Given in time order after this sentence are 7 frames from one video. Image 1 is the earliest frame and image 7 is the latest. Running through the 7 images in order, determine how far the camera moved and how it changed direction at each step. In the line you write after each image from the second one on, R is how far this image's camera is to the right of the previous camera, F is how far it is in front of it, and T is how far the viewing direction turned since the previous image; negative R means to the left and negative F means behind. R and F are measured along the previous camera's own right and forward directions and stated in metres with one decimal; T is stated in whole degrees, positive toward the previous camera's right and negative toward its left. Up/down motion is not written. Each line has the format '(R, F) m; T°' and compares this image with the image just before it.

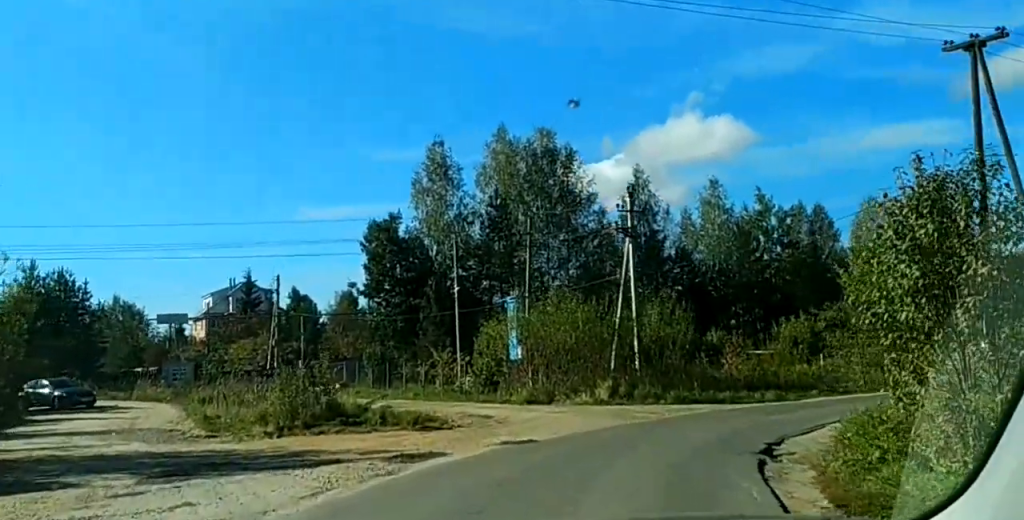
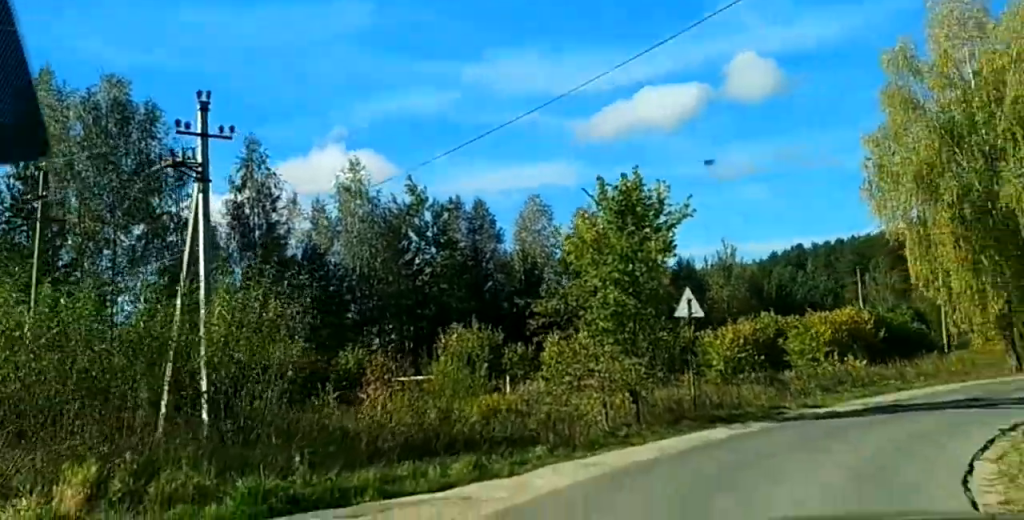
(+4.4, +19.3) m; +30°
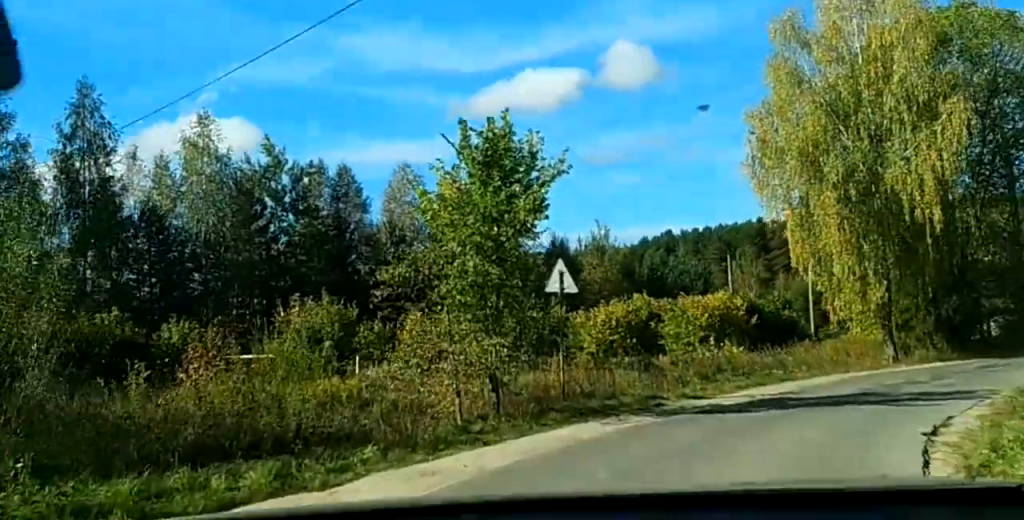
(+0.4, +3.4) m; +4°
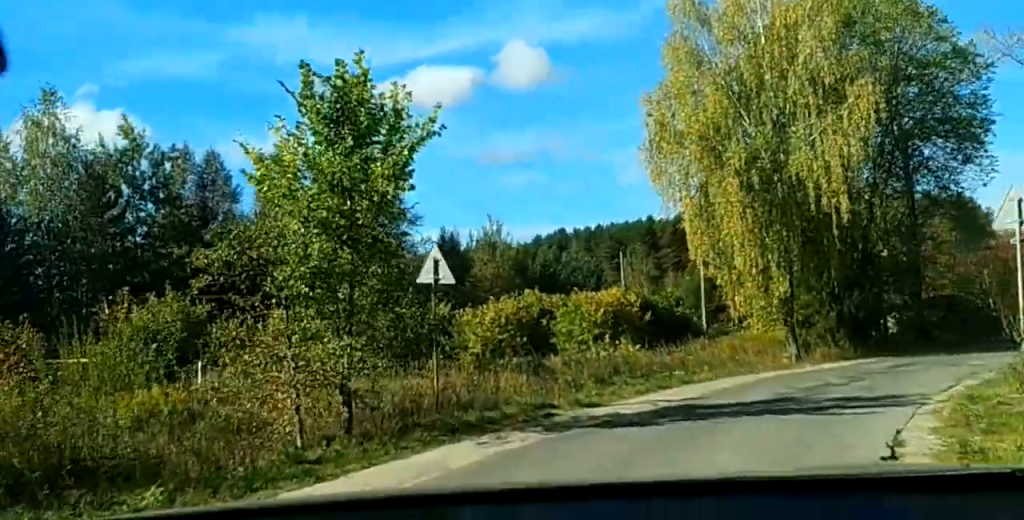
(+0.2, +3.2) m; +4°
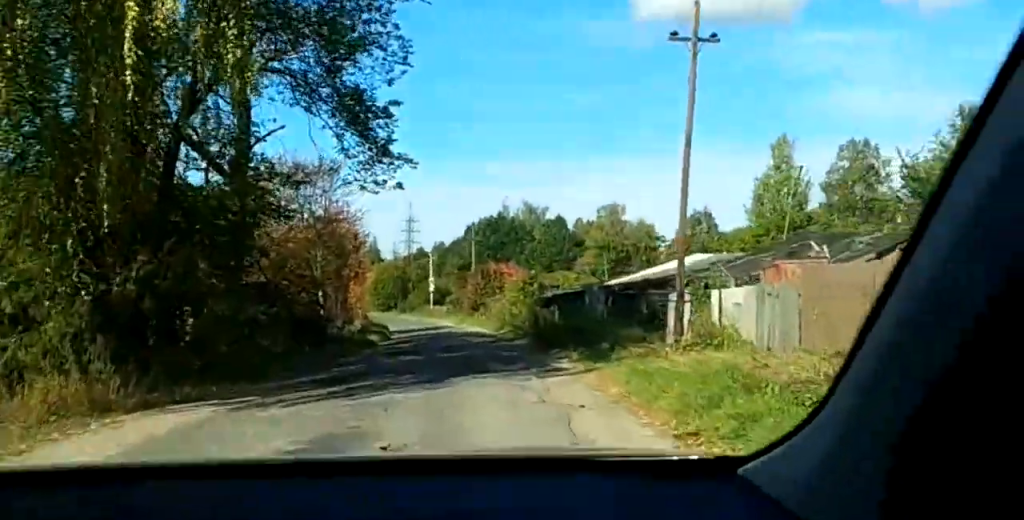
(+4.0, +19.3) m; +27°
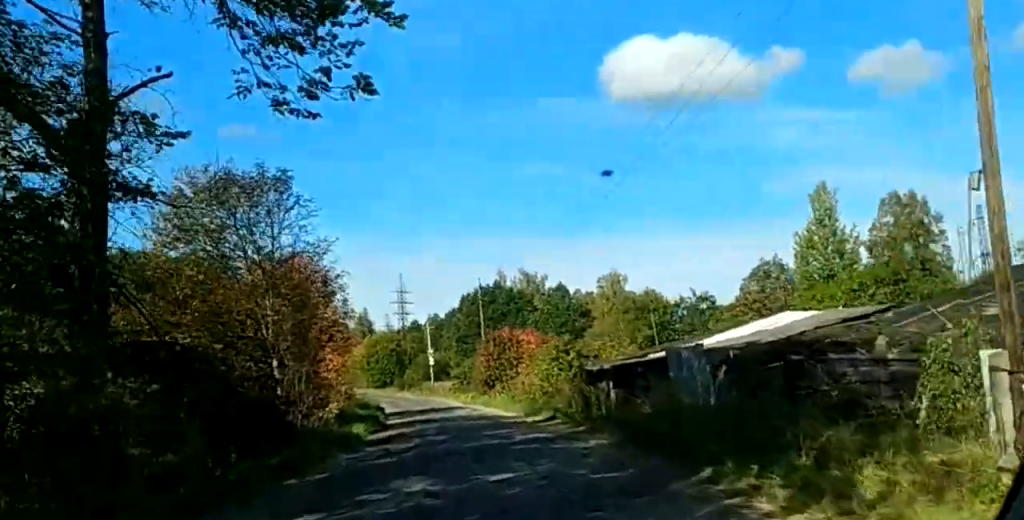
(+1.1, +12.0) m; +3°
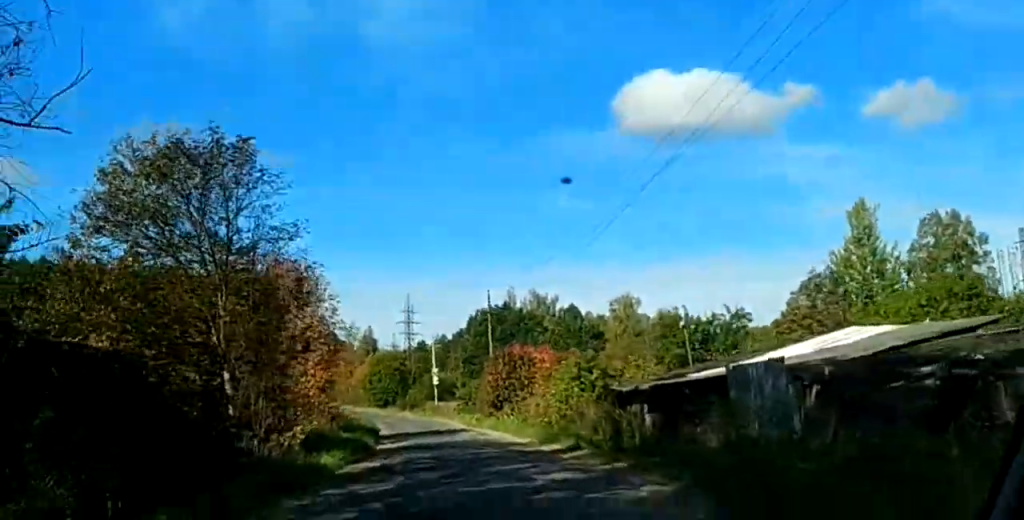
(-0.3, +5.4) m; -1°
